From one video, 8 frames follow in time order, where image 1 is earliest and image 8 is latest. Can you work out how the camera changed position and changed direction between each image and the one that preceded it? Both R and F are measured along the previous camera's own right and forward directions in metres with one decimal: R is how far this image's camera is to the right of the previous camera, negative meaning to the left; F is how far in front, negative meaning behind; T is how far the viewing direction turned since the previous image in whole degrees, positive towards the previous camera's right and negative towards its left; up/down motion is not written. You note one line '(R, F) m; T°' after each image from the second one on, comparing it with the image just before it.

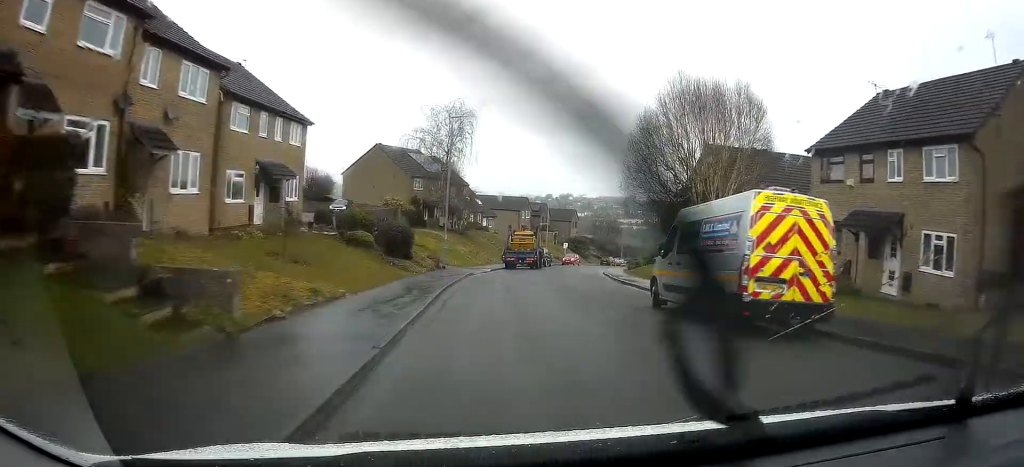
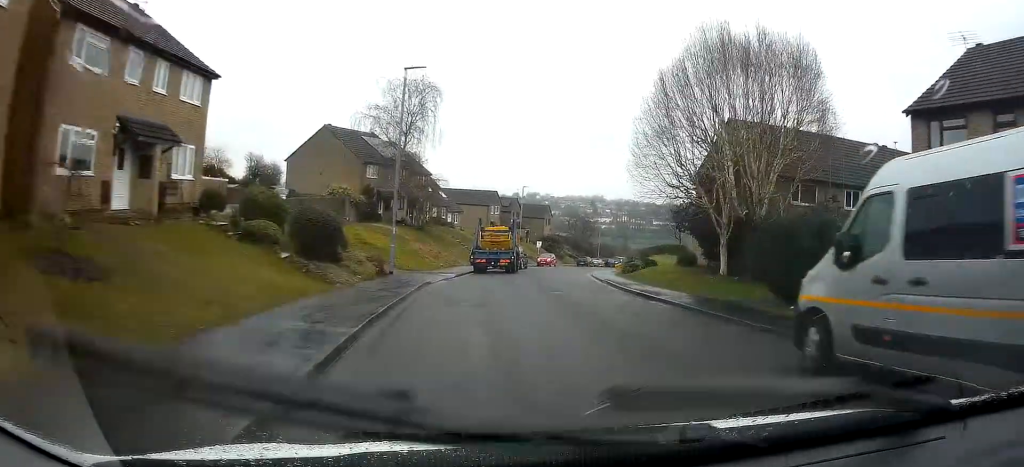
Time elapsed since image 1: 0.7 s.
(0.0, +8.5) m; +1°
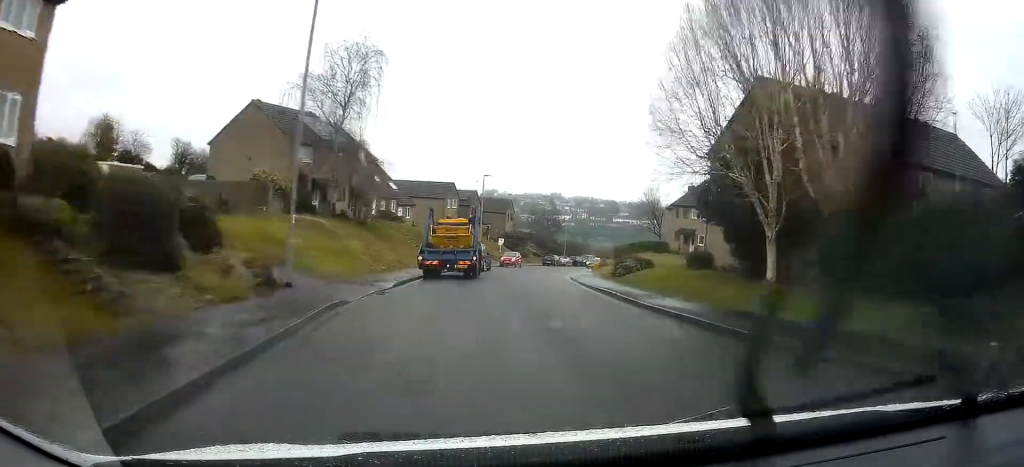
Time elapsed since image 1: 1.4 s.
(0.0, +8.3) m; +3°
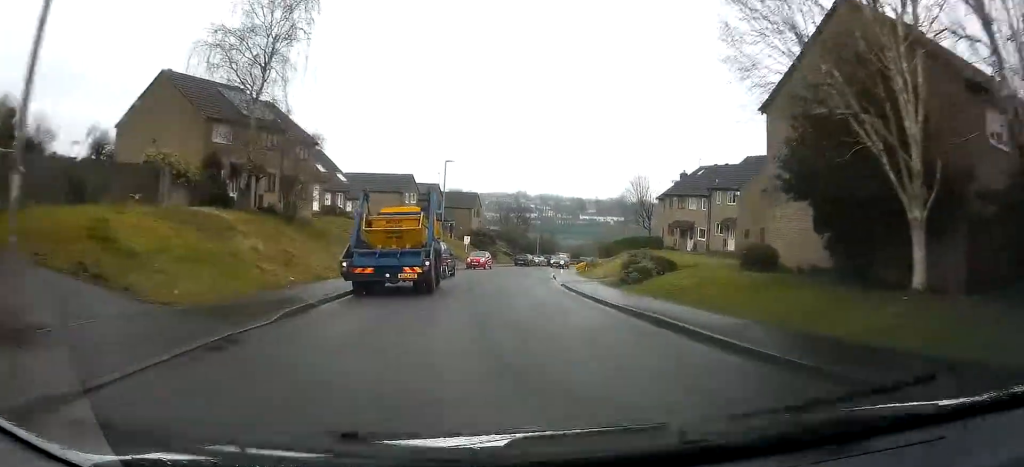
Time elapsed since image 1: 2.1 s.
(+0.5, +9.1) m; +3°
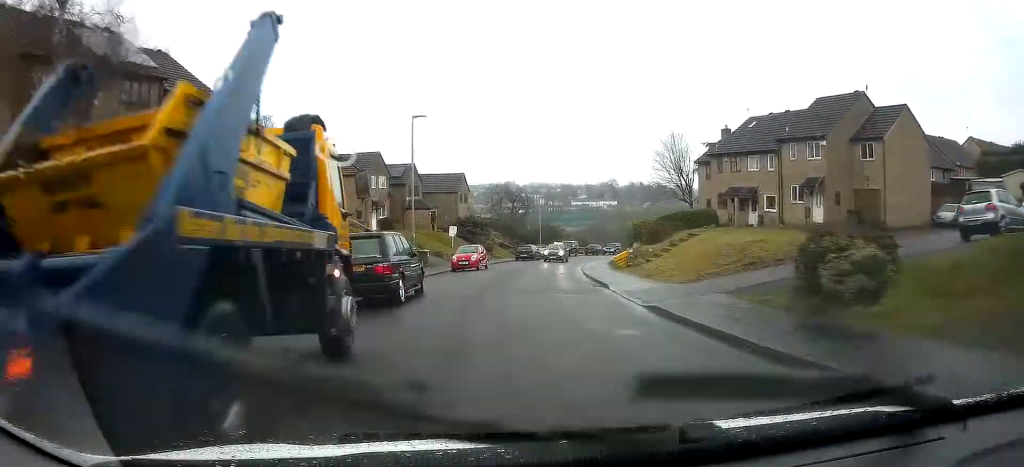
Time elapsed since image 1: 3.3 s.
(+0.6, +14.9) m; +3°
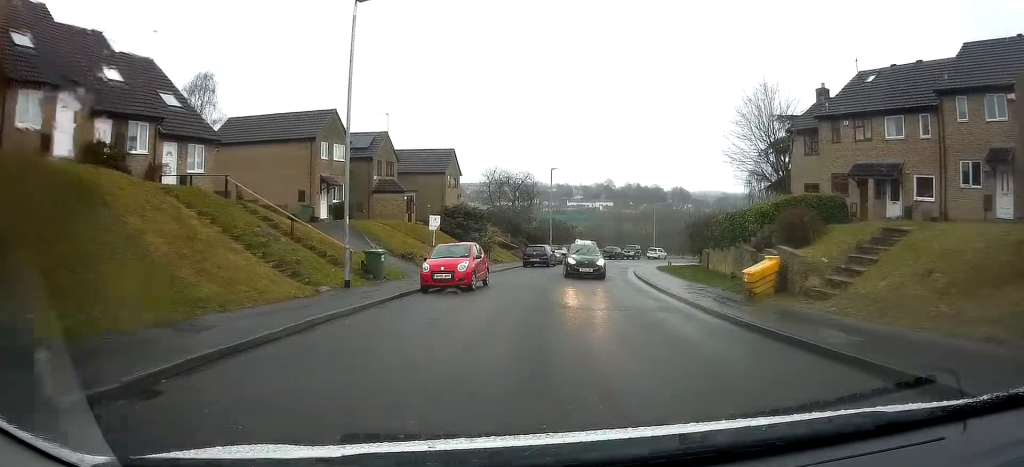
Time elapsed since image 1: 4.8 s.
(+0.4, +16.3) m; +2°
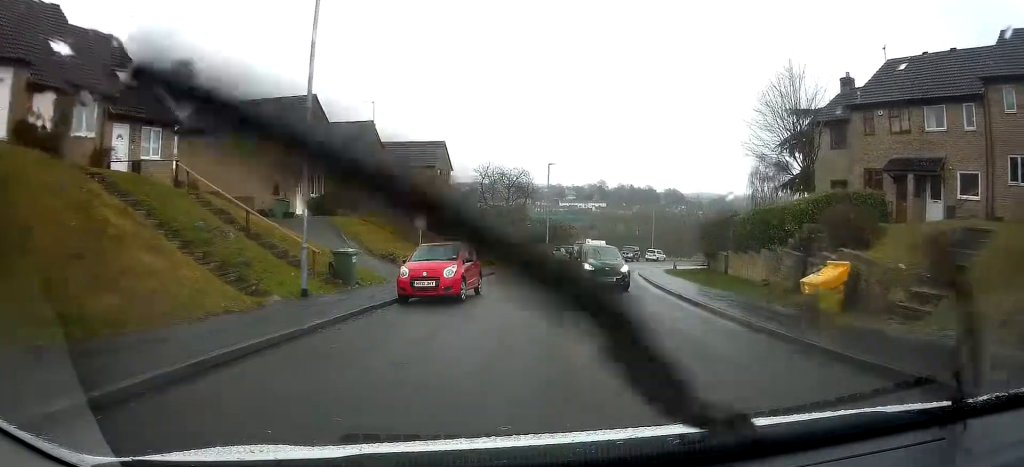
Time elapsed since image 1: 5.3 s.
(+0.2, +4.0) m; 0°
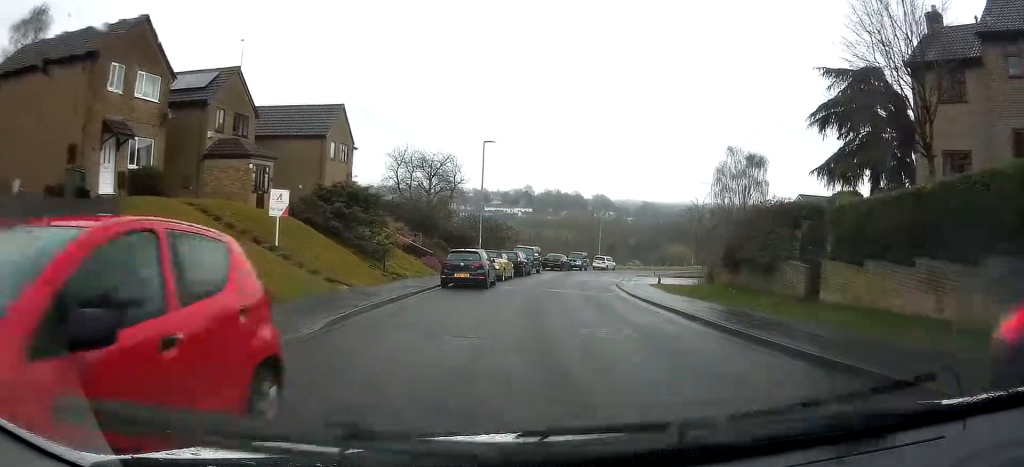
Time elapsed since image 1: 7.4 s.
(-0.1, +15.1) m; +10°
